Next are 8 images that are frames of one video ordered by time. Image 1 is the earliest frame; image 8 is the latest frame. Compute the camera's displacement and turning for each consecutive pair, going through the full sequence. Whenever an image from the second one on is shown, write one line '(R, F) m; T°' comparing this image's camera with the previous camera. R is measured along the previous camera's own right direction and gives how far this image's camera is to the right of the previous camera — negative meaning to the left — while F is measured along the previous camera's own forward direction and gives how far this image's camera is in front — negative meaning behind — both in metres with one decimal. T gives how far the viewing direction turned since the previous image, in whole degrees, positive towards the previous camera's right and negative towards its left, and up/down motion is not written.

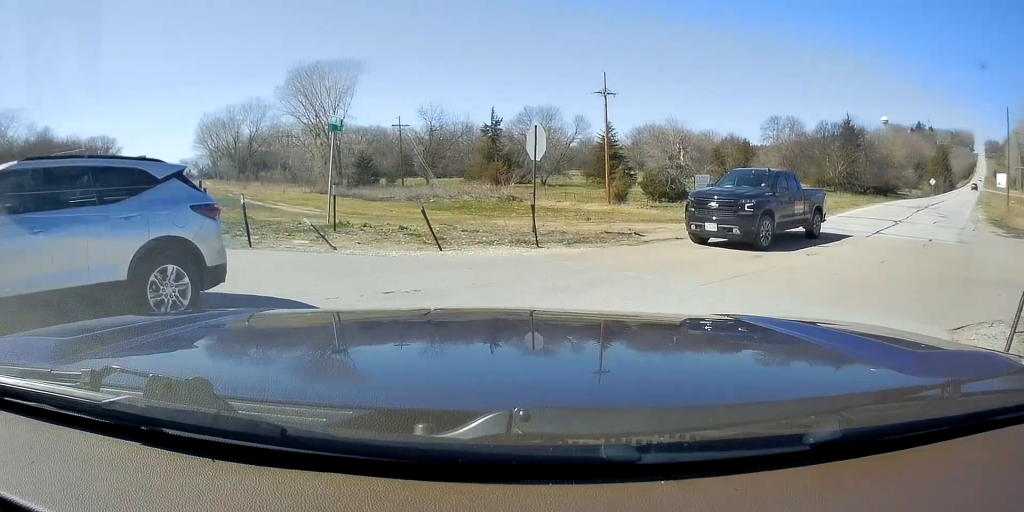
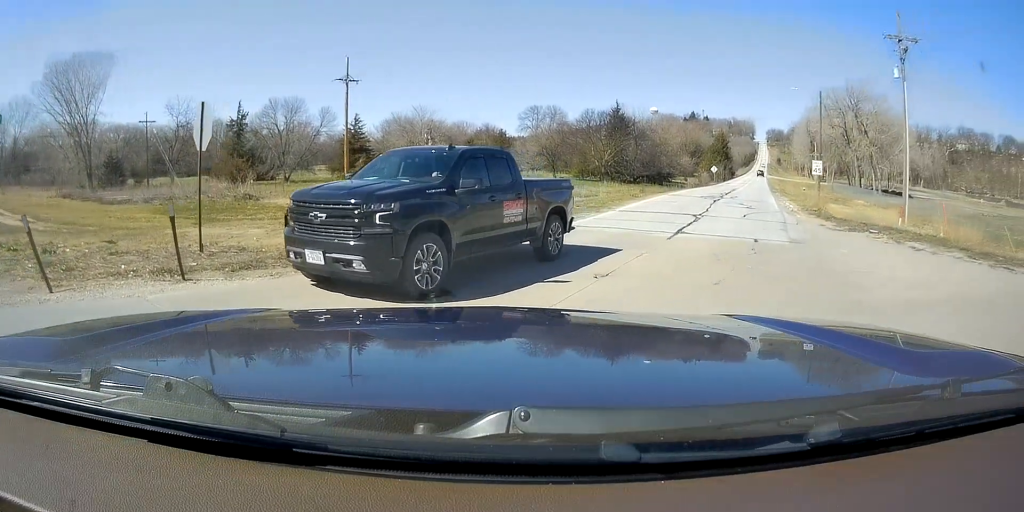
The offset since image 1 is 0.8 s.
(+0.7, +4.5) m; +17°
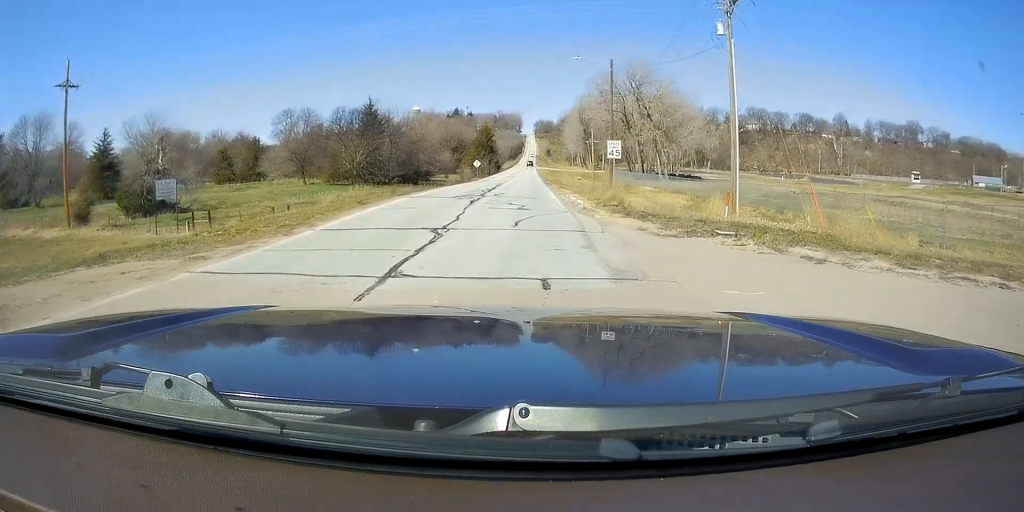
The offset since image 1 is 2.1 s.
(+1.8, +7.2) m; +18°
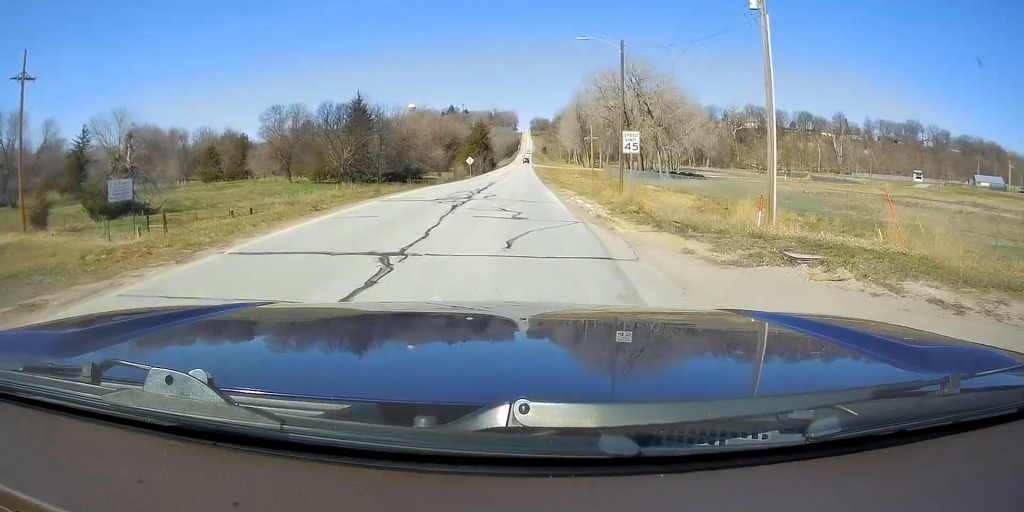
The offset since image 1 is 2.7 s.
(+0.1, +4.3) m; +3°
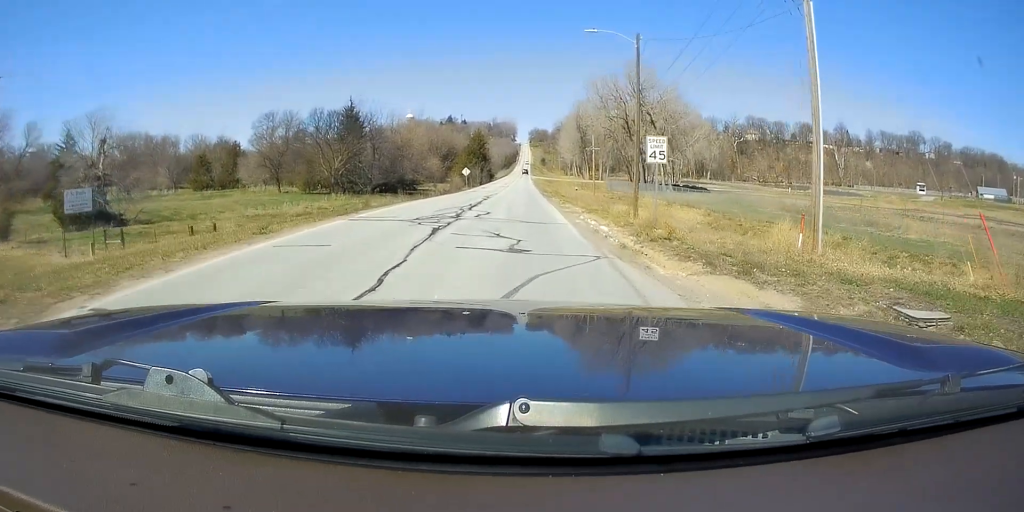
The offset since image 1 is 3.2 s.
(-0.2, +3.5) m; +1°
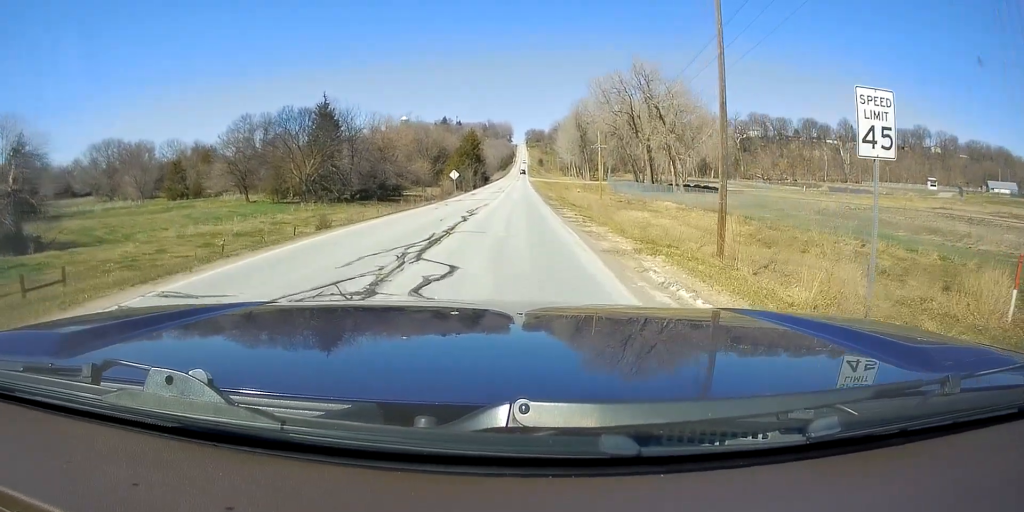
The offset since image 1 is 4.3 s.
(+0.5, +10.3) m; +6°
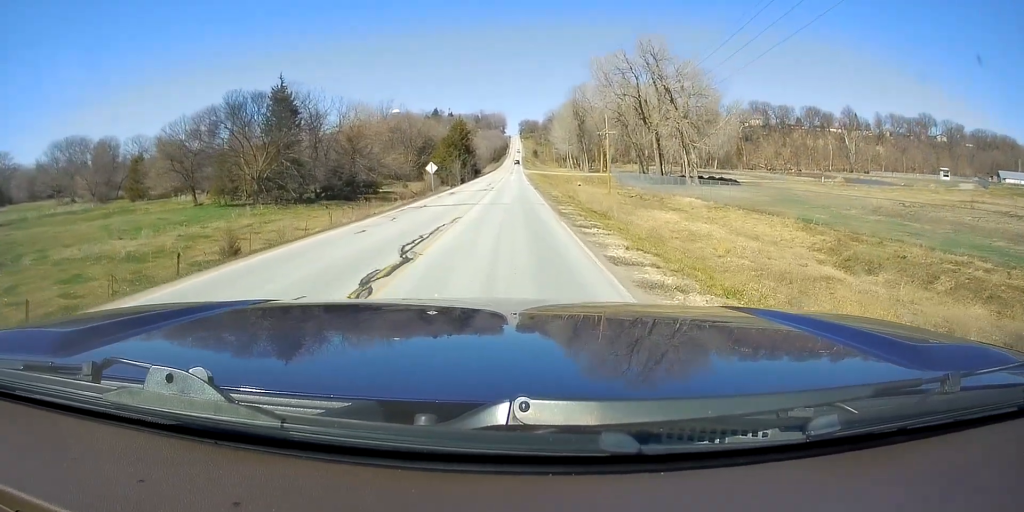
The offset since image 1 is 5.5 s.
(+0.2, +13.5) m; -2°
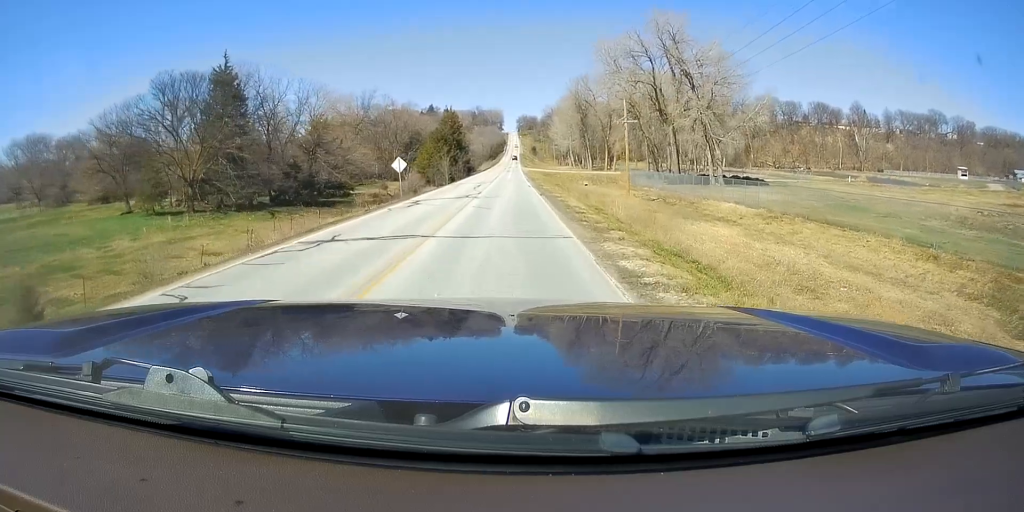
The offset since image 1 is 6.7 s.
(-0.6, +14.1) m; -2°
